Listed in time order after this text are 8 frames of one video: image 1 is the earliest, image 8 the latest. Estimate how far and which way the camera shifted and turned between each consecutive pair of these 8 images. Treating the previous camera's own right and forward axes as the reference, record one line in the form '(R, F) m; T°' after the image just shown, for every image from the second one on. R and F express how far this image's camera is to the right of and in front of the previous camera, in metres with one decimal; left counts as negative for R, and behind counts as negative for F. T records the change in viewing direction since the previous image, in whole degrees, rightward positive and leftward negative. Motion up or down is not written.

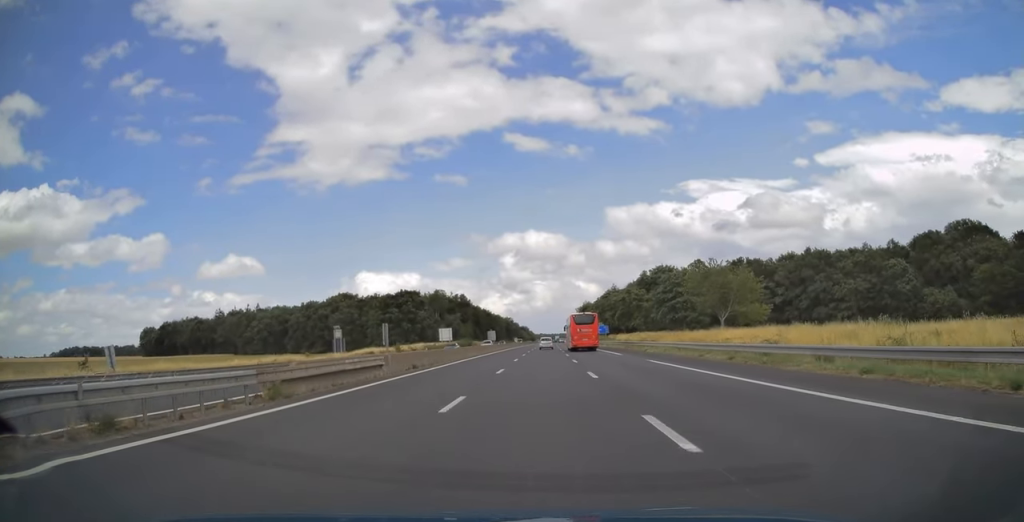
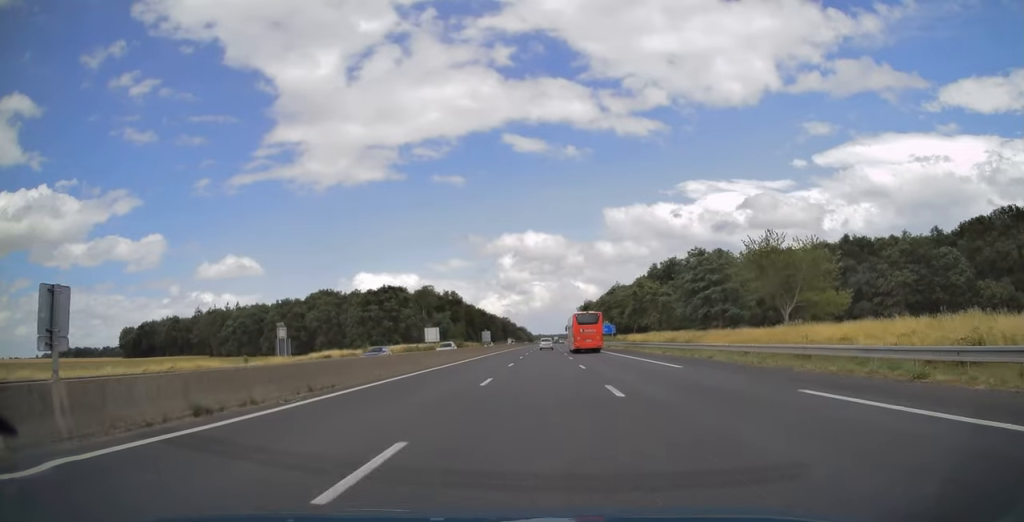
(0.0, +19.5) m; 0°
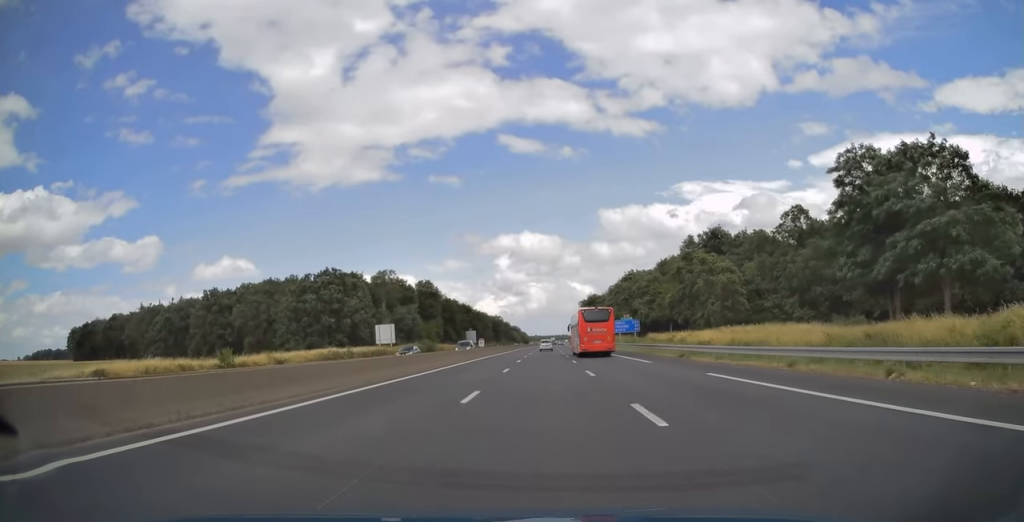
(+0.2, +43.7) m; +1°
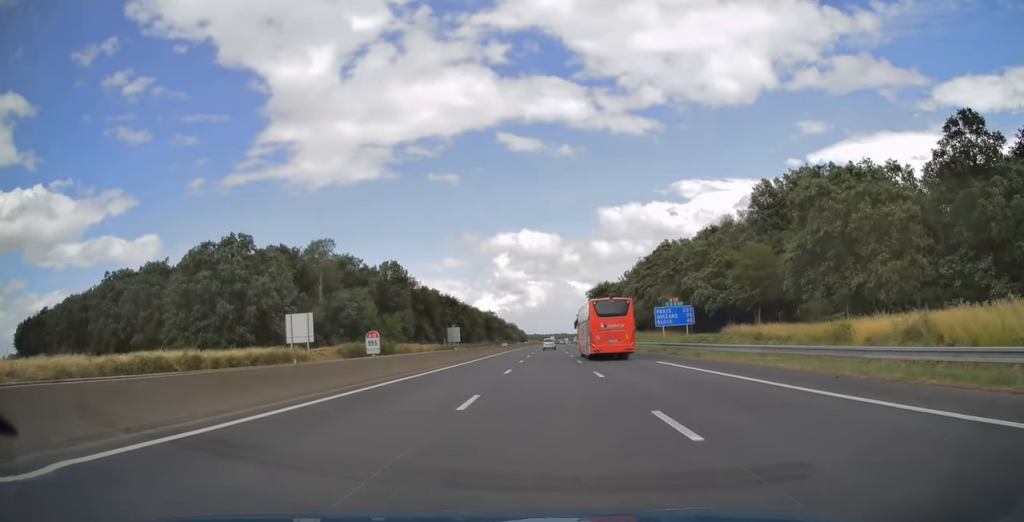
(+0.2, +40.8) m; 0°
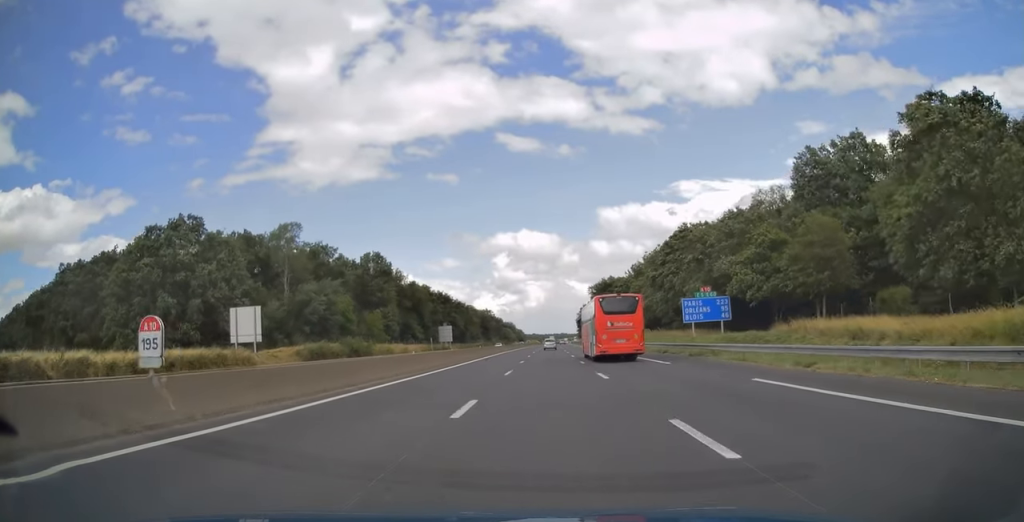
(-0.2, +14.2) m; 0°
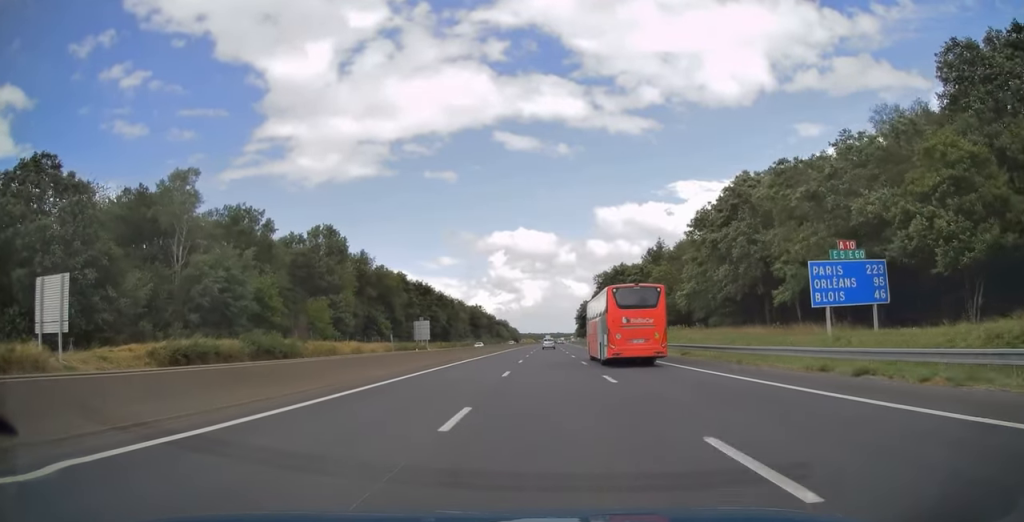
(+0.1, +27.8) m; 0°
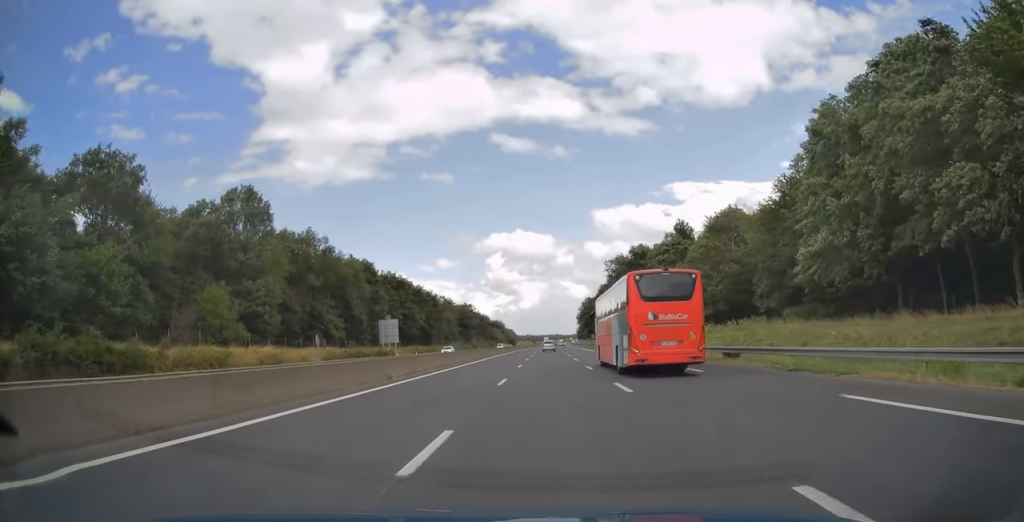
(+0.1, +29.0) m; 0°
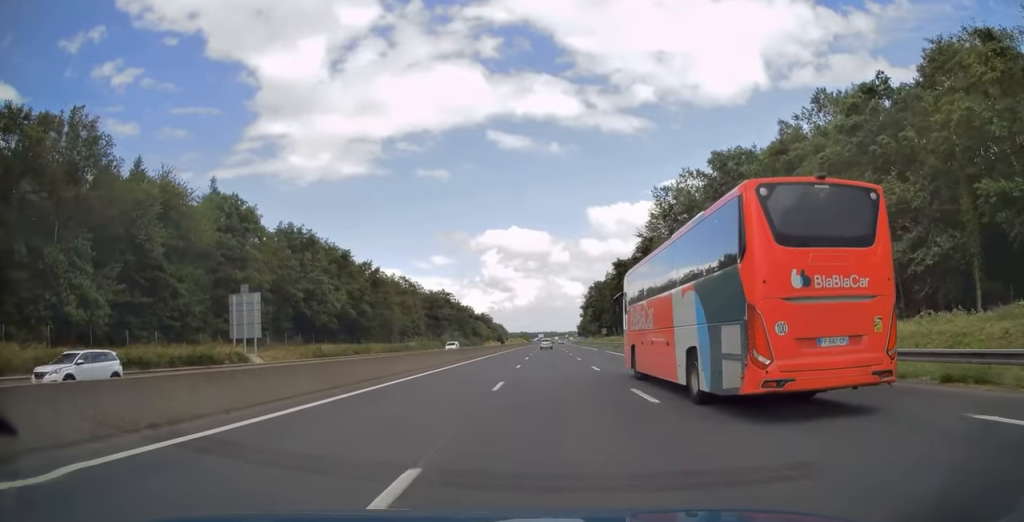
(+0.2, +55.0) m; +1°
